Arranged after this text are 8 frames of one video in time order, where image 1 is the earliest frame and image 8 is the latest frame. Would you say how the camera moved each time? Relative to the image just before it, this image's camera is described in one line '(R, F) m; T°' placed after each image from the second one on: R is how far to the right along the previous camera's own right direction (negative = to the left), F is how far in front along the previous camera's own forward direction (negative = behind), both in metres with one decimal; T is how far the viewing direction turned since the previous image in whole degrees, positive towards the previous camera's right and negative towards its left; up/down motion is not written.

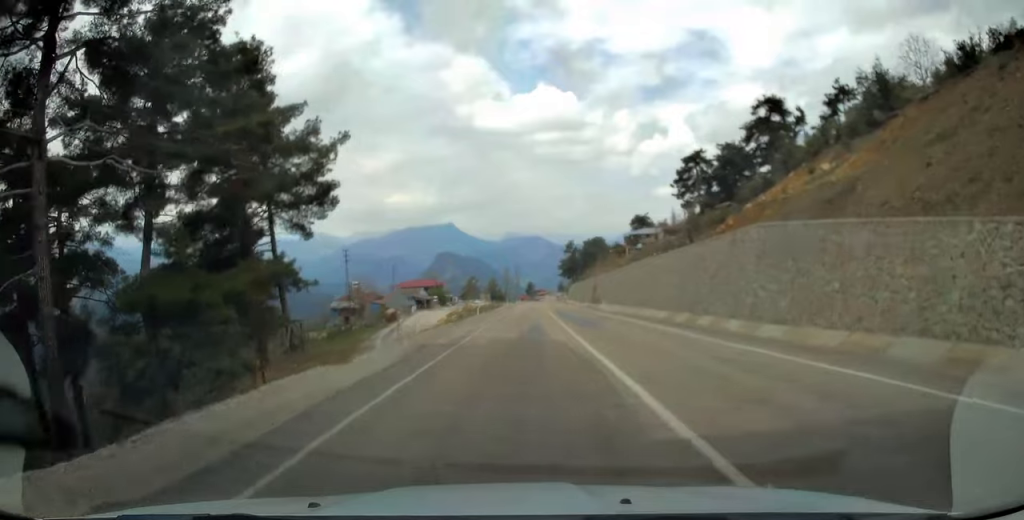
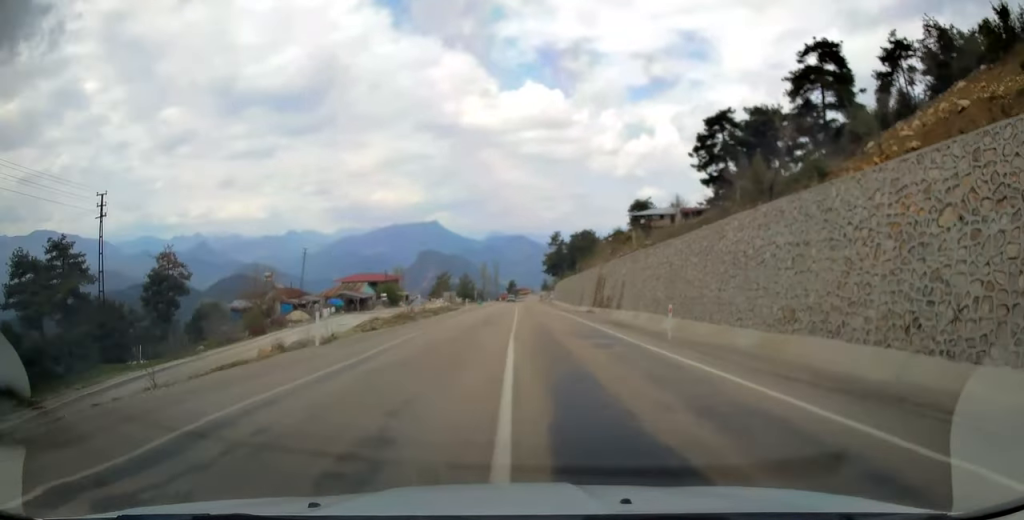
(+0.9, +33.3) m; +2°
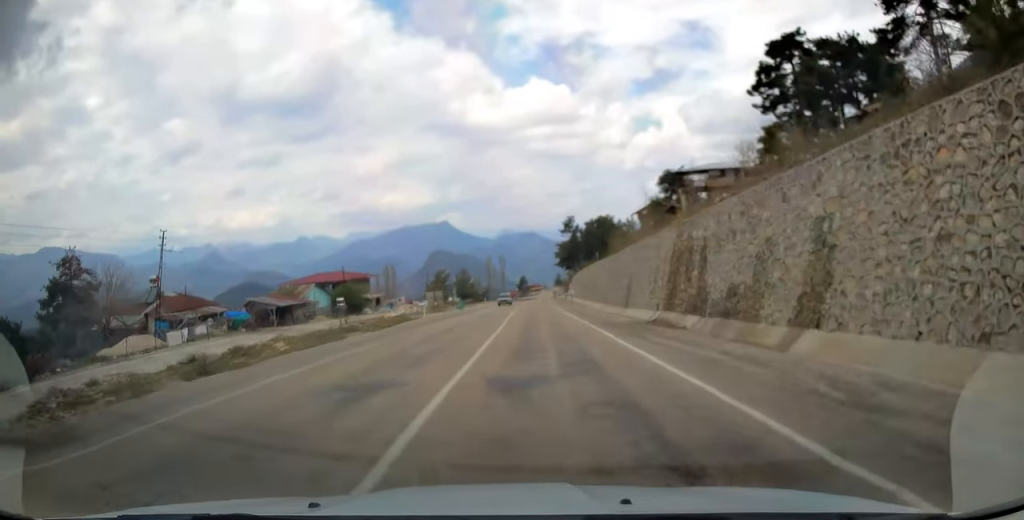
(-0.2, +32.0) m; -1°
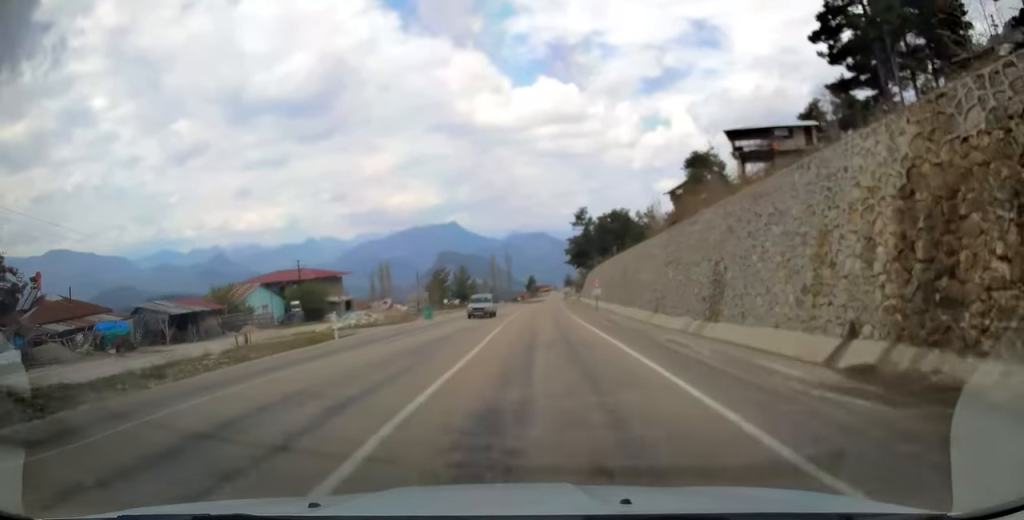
(-0.2, +19.3) m; -1°
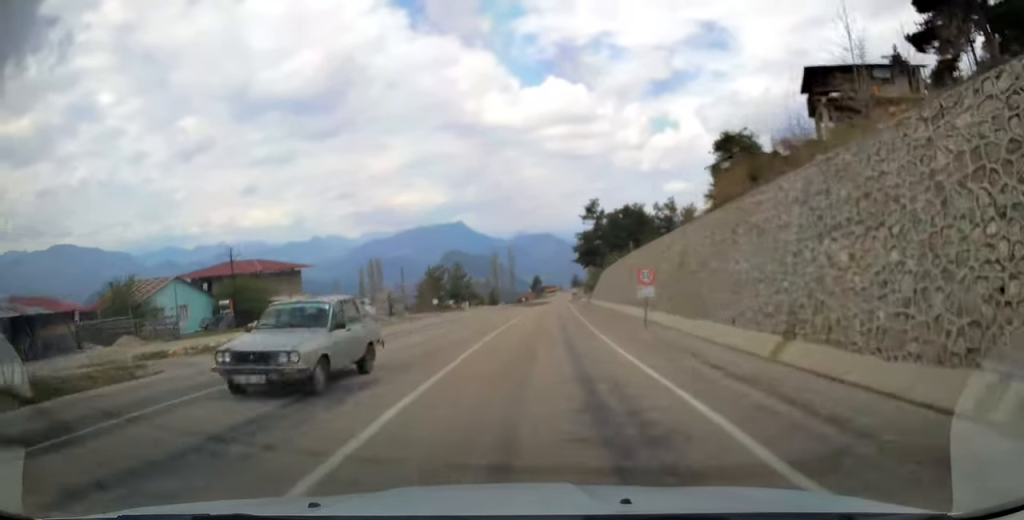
(0.0, +17.3) m; 0°
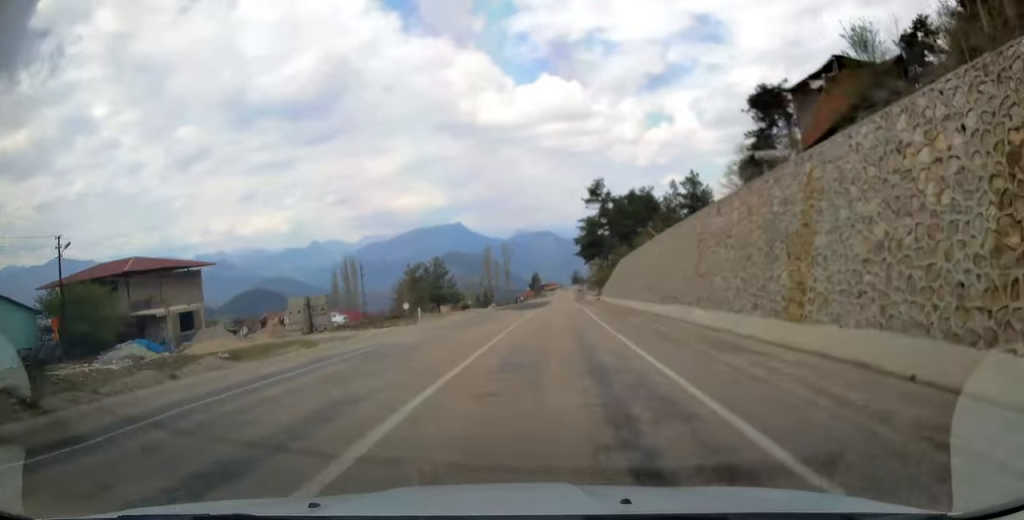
(0.0, +22.2) m; 0°
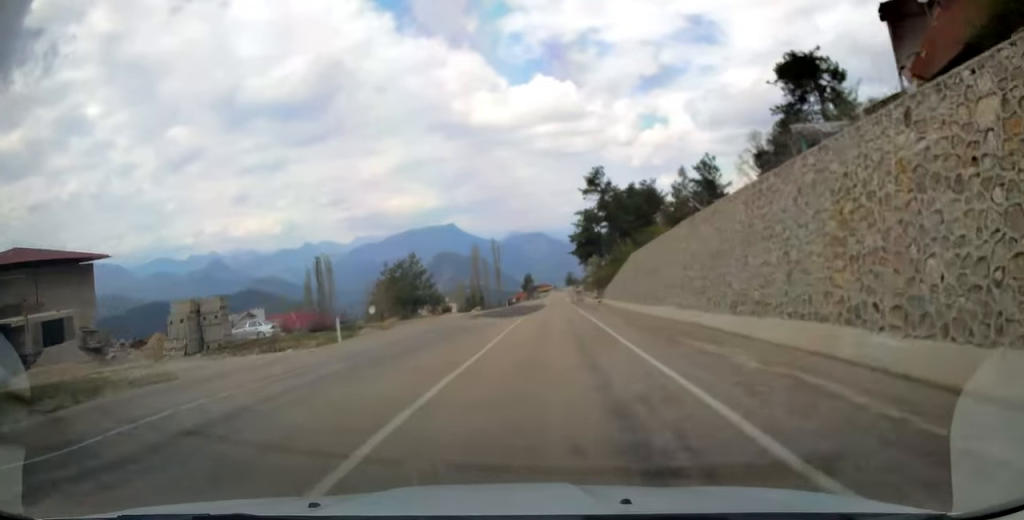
(-0.1, +13.5) m; 0°
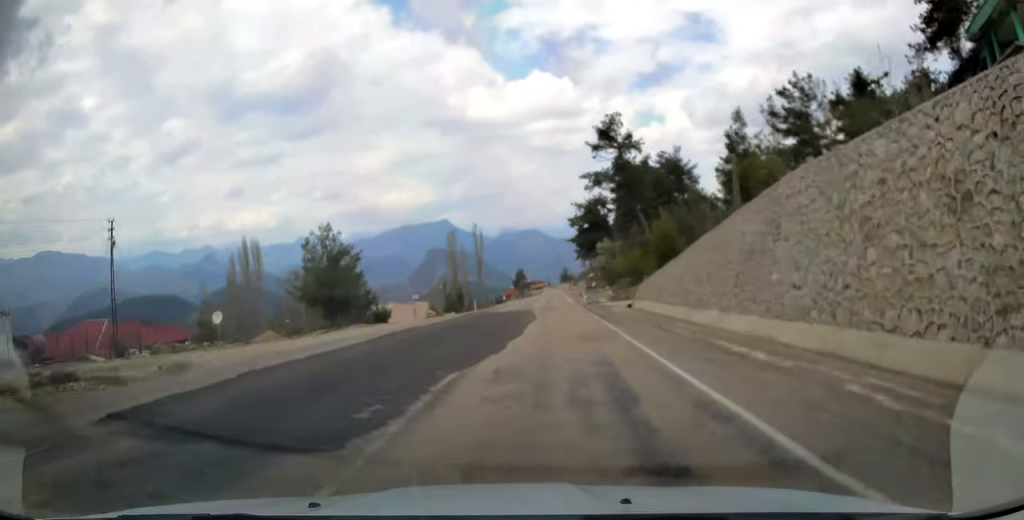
(+0.1, +33.7) m; +1°
